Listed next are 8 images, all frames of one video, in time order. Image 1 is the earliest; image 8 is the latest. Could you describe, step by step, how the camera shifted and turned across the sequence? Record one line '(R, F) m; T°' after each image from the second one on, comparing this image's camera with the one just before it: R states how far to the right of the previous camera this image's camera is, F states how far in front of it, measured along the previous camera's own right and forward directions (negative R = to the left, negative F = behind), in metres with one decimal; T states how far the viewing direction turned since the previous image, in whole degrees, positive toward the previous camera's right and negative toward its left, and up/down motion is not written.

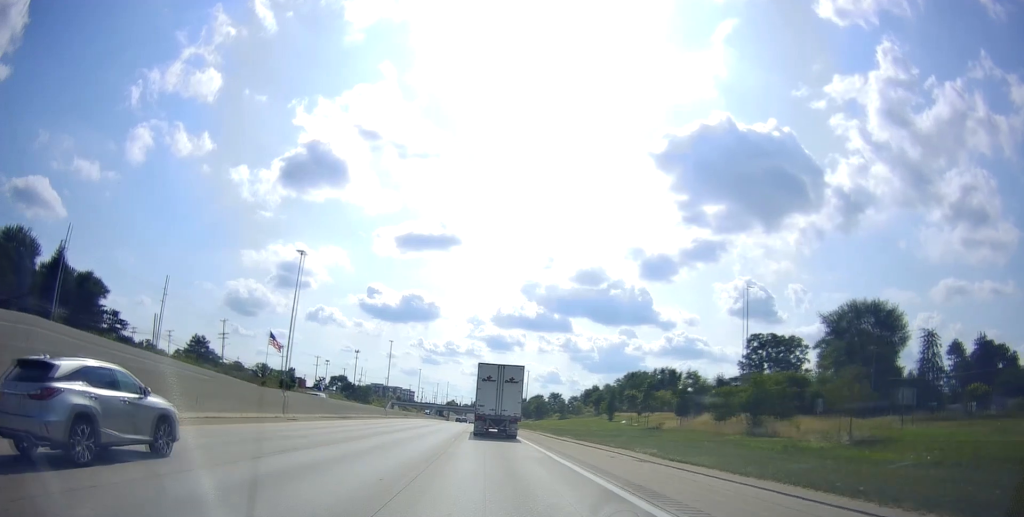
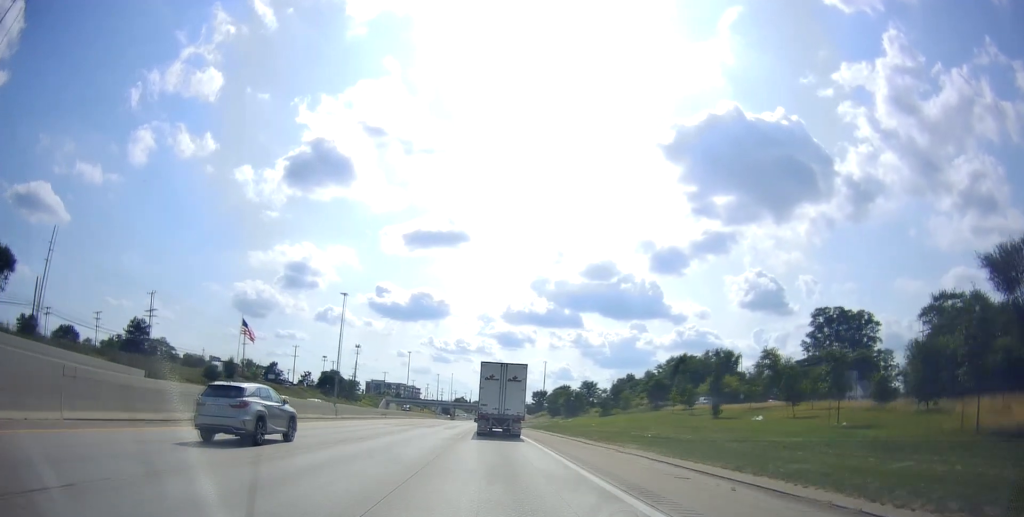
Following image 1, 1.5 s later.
(-0.5, +40.4) m; -1°
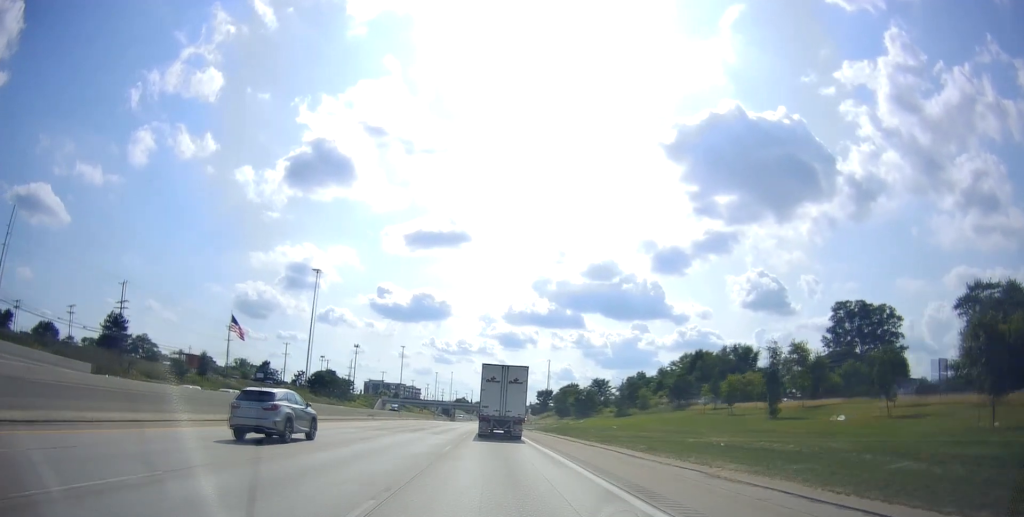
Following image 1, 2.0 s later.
(0.0, +11.2) m; 0°
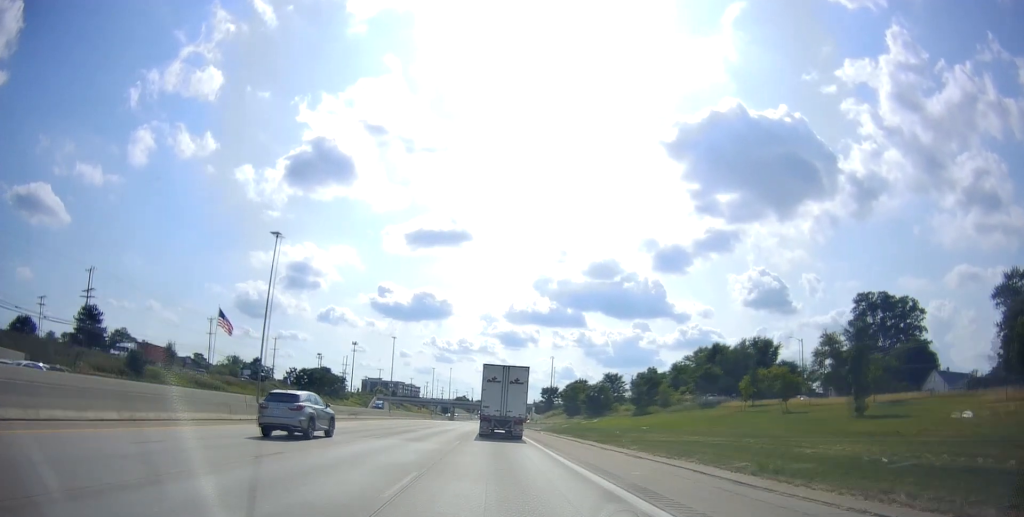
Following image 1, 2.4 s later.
(0.0, +11.2) m; 0°
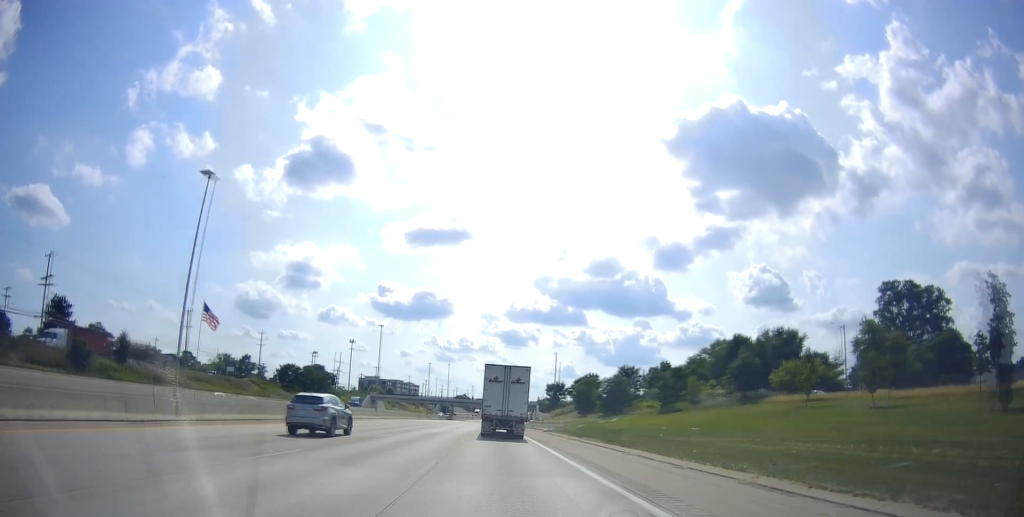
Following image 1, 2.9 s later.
(0.0, +12.0) m; 0°
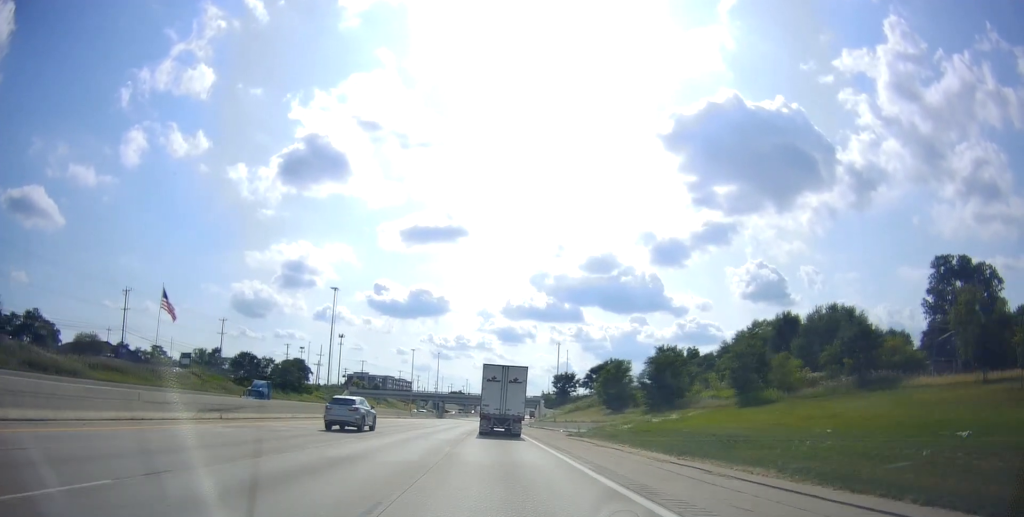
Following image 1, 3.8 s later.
(0.0, +23.9) m; 0°
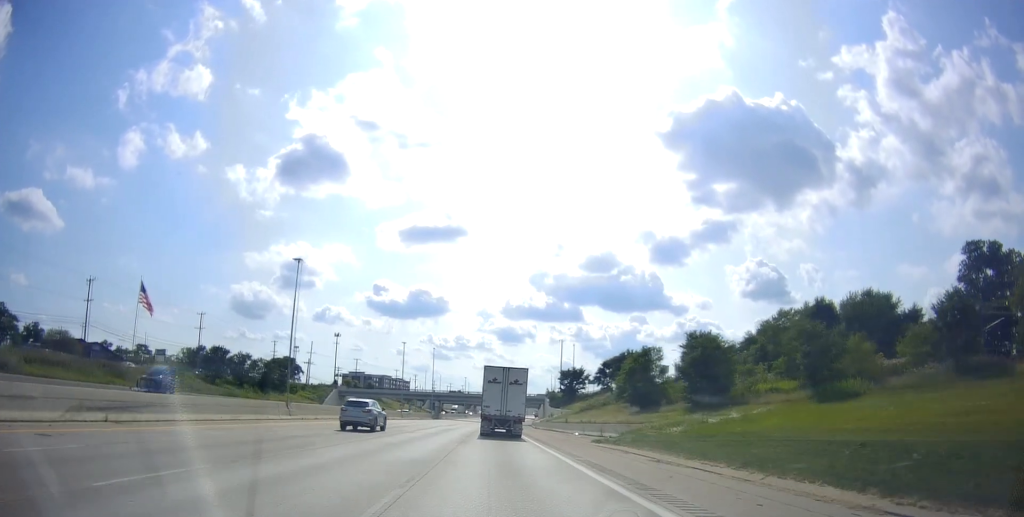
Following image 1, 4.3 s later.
(-0.1, +11.9) m; 0°
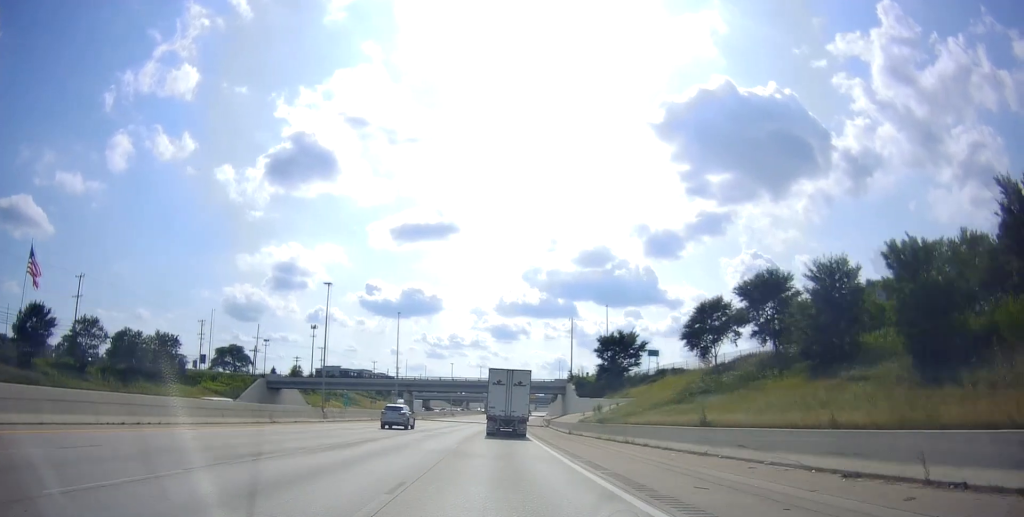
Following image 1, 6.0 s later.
(+0.2, +45.4) m; 0°
